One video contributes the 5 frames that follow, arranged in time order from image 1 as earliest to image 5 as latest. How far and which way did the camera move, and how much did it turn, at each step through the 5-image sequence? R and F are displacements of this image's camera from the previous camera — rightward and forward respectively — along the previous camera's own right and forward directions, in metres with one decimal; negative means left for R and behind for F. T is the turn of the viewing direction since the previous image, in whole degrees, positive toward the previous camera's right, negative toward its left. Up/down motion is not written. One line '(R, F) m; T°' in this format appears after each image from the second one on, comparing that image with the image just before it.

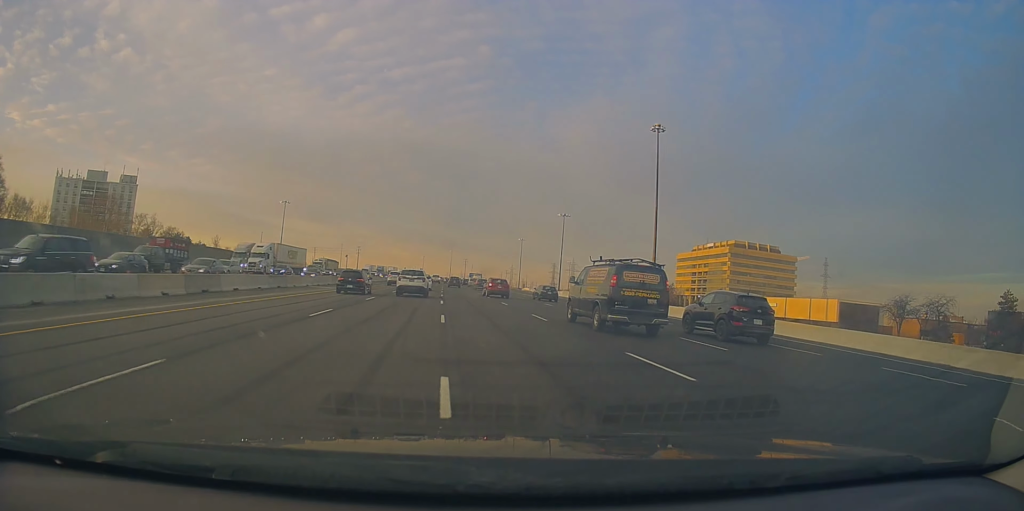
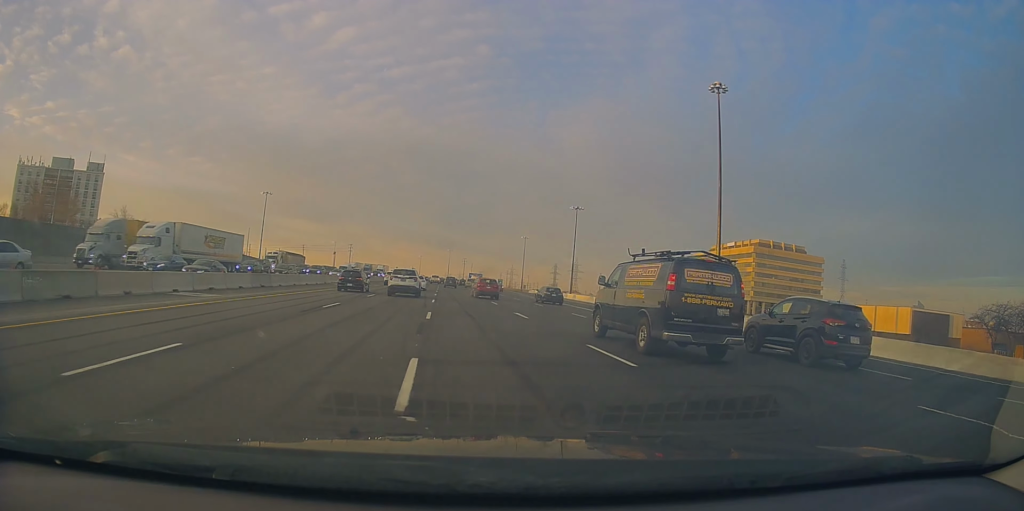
(+0.1, +22.4) m; 0°
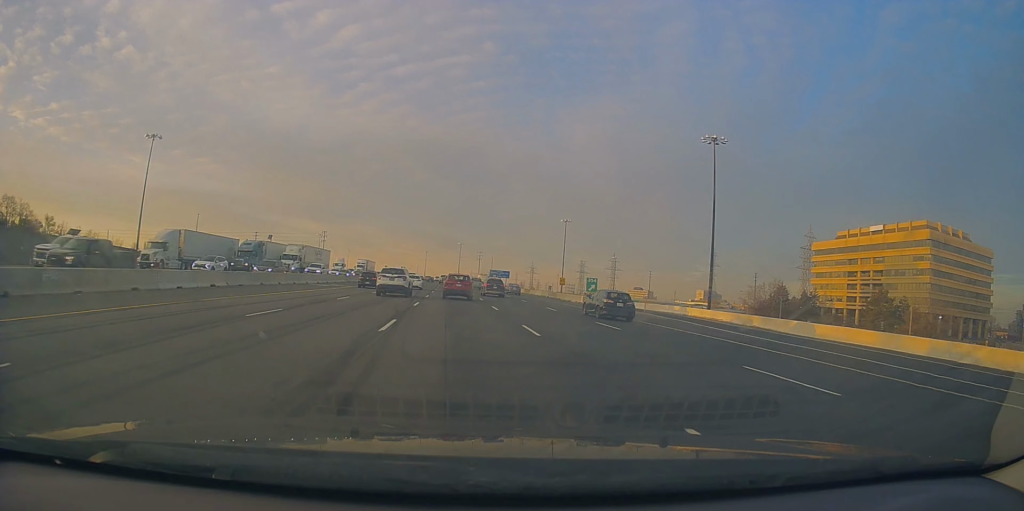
(-1.8, +90.7) m; -1°
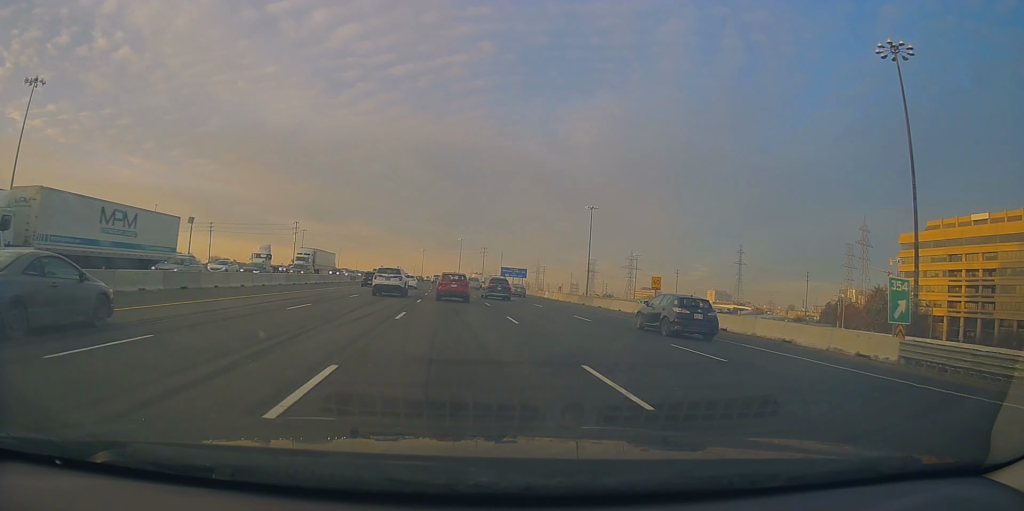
(+0.3, +44.0) m; -1°
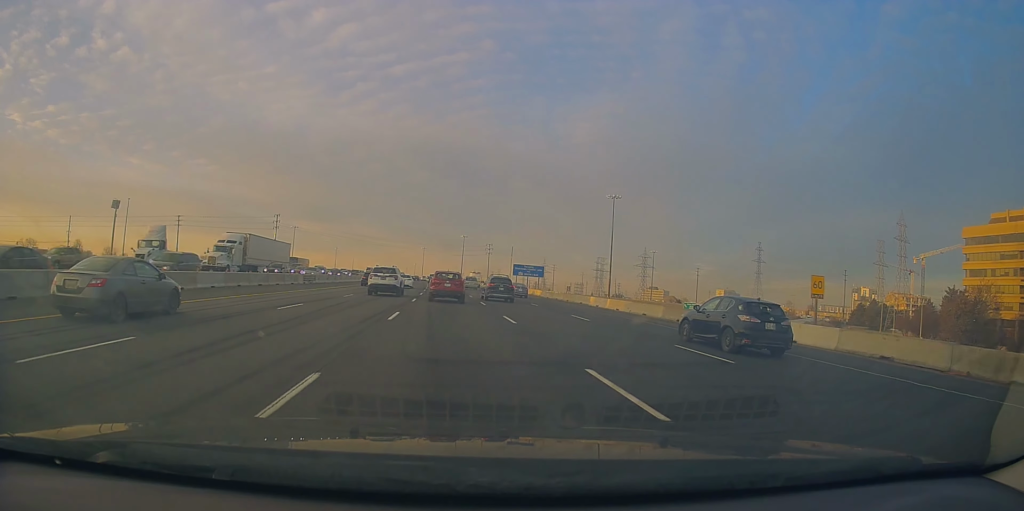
(-0.3, +24.4) m; -1°
